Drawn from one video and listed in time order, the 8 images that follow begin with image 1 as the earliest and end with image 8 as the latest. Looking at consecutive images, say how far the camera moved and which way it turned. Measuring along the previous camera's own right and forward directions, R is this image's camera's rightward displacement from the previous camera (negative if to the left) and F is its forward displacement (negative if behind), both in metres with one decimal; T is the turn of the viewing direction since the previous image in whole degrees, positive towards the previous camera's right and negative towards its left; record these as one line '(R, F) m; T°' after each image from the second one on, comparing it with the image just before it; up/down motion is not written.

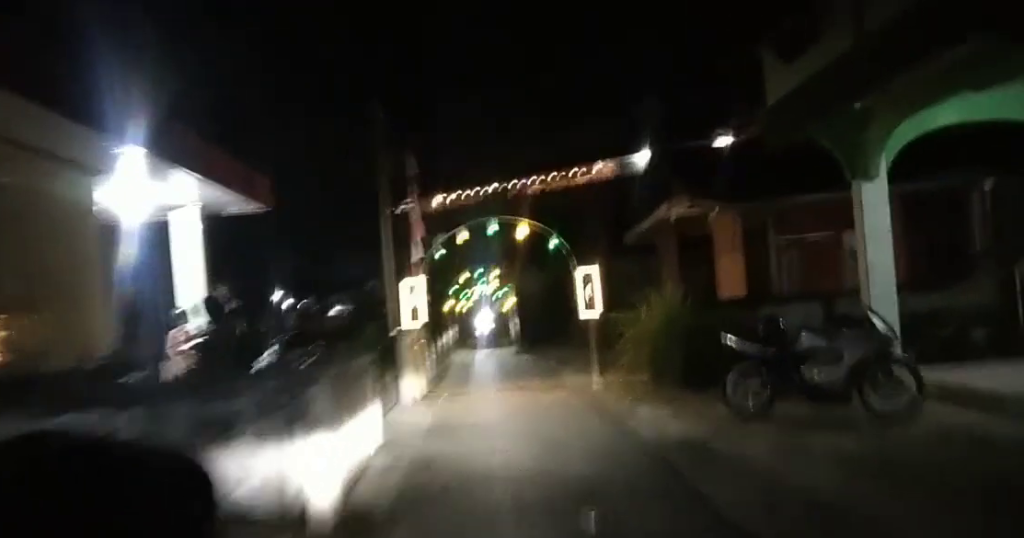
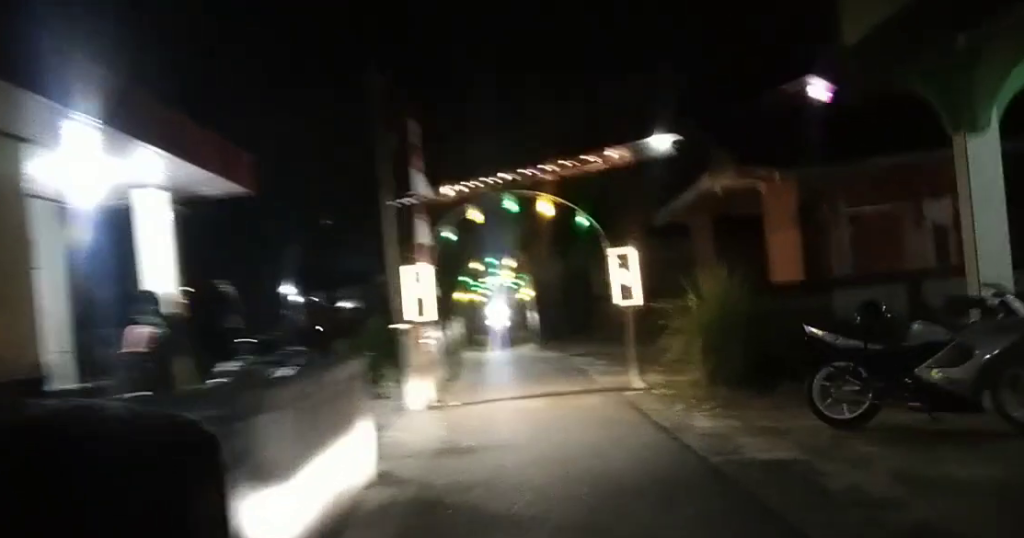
(0.0, +1.7) m; 0°
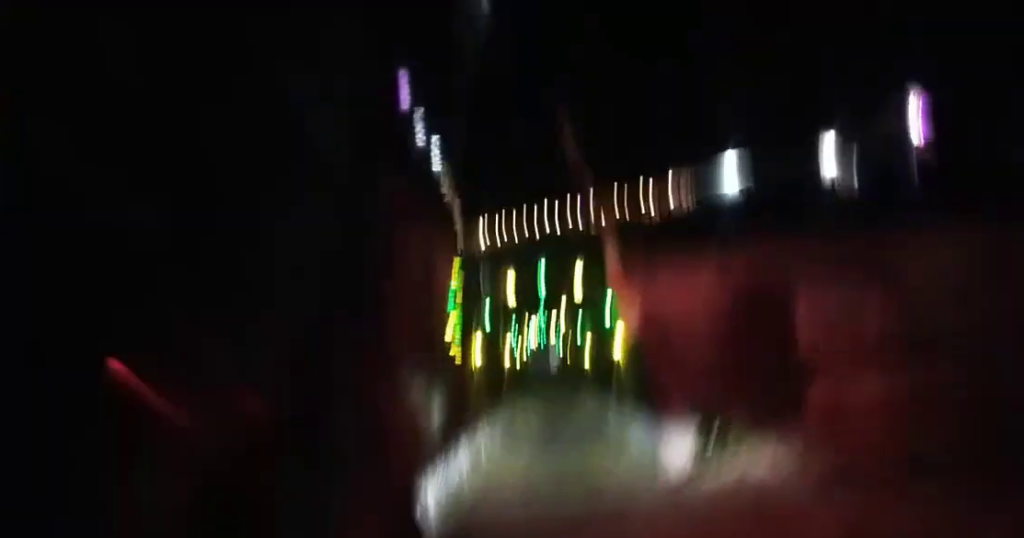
(-0.1, +11.8) m; 0°
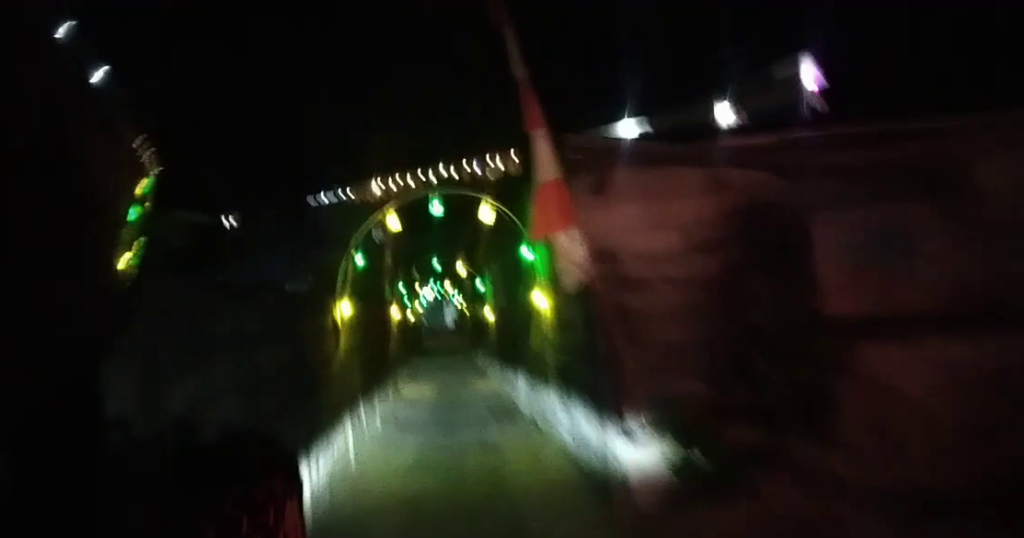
(0.0, +3.2) m; +1°
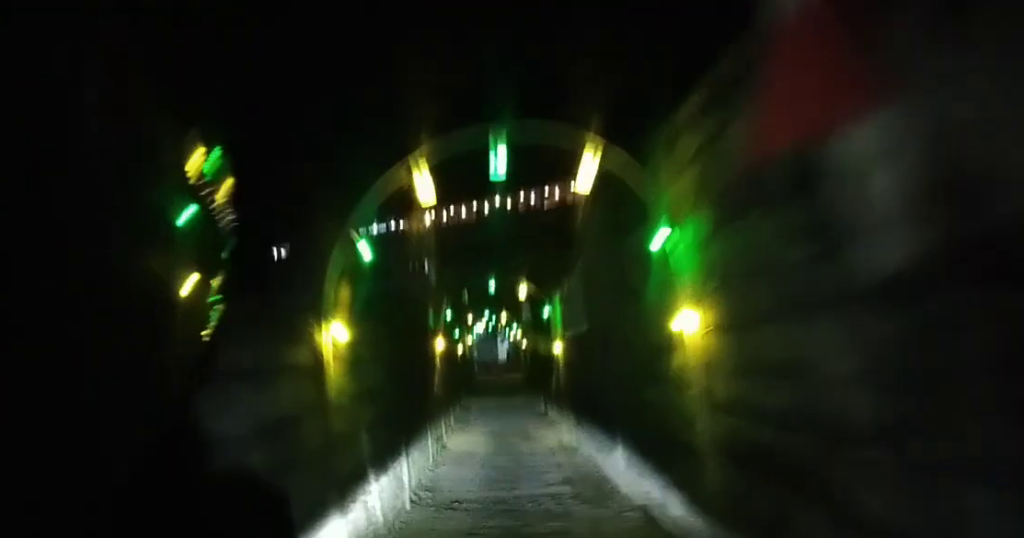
(0.0, +3.2) m; +1°
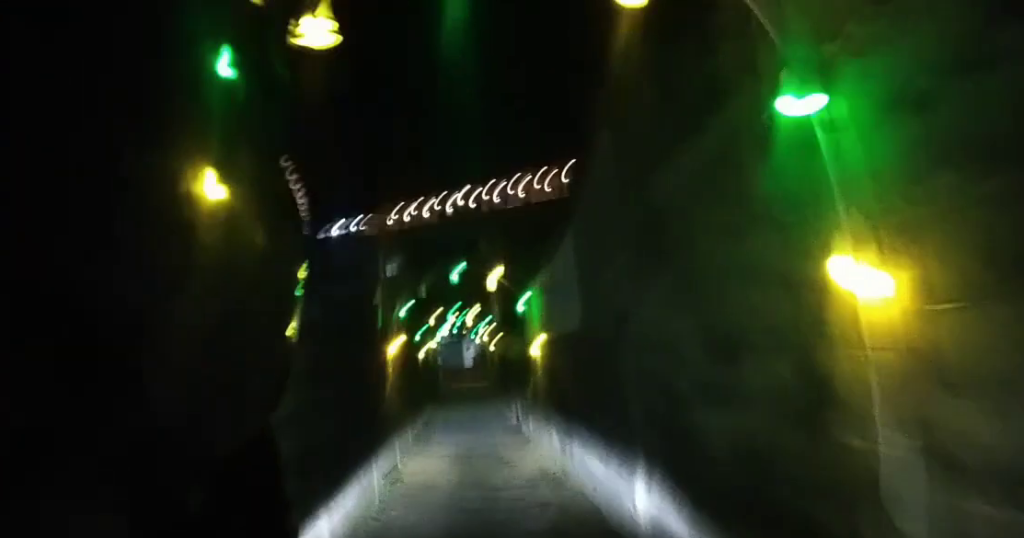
(0.0, +2.6) m; 0°
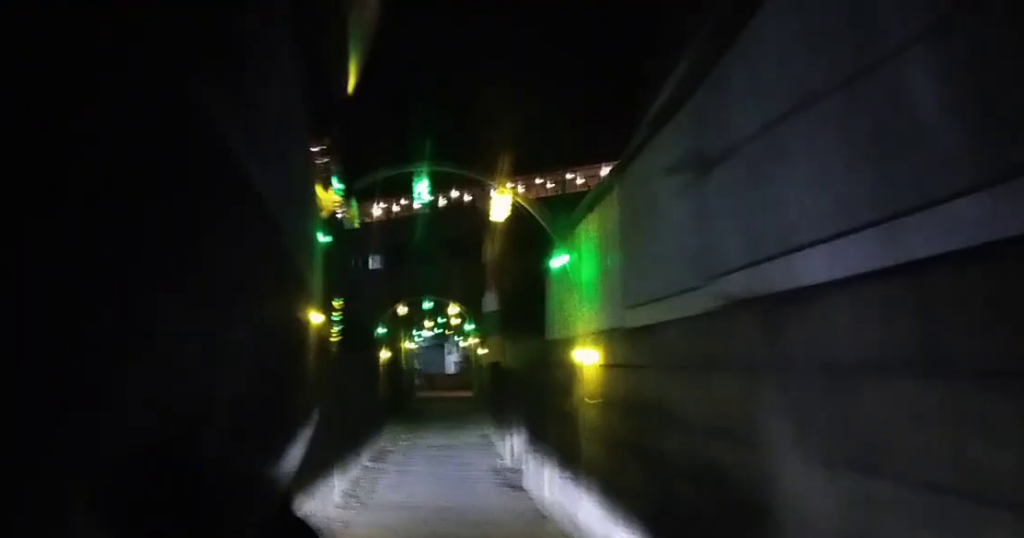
(0.0, +6.2) m; 0°
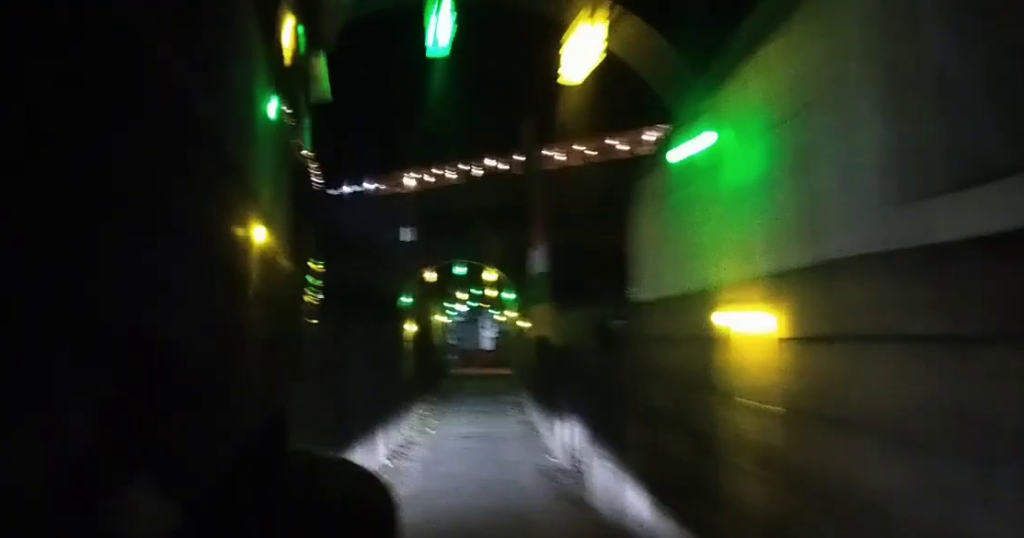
(0.0, +2.3) m; +1°
